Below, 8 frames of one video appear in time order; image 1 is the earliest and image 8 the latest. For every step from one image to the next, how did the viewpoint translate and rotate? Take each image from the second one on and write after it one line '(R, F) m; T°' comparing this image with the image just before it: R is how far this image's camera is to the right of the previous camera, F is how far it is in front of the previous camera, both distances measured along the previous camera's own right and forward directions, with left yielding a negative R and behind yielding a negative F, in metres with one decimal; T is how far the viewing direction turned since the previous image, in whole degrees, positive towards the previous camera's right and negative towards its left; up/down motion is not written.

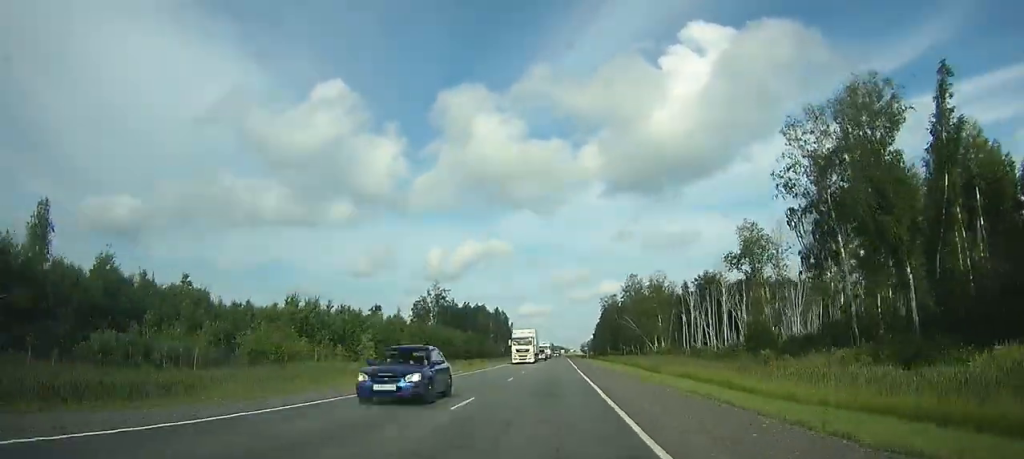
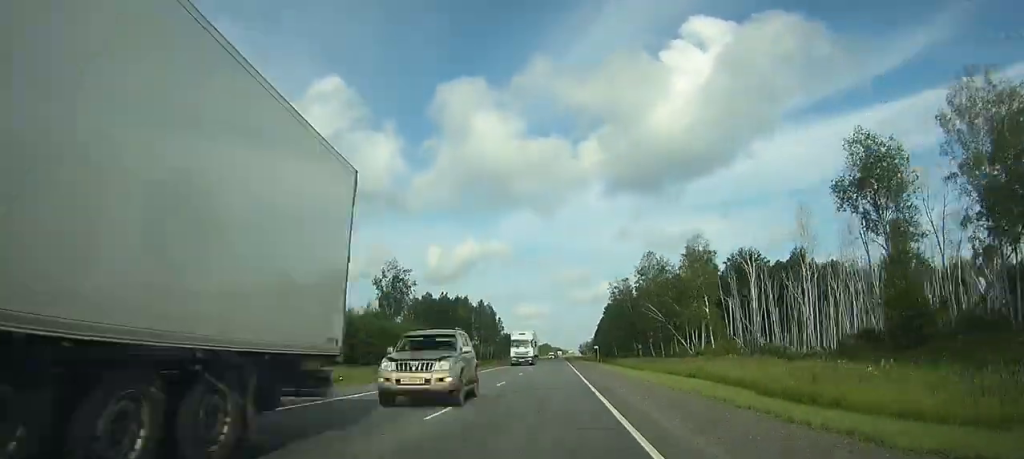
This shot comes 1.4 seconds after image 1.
(-0.1, +39.2) m; 0°
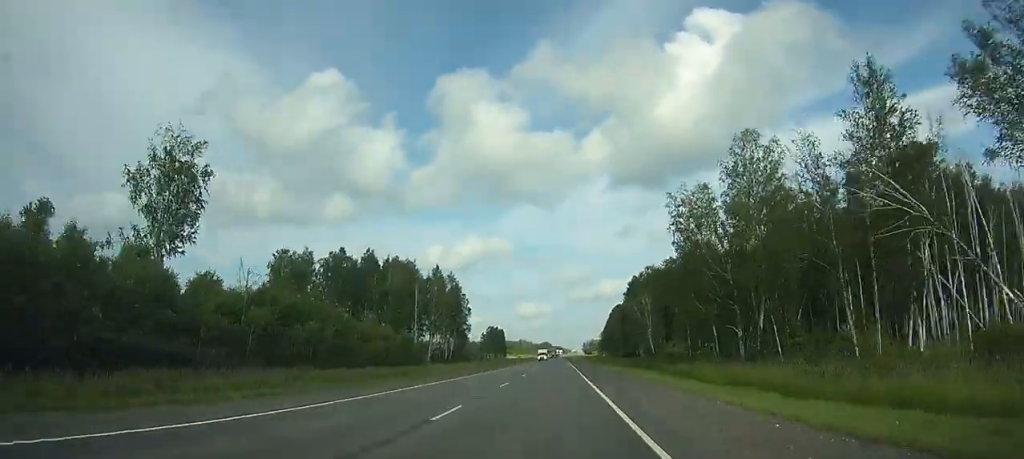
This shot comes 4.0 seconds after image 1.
(0.0, +71.7) m; 0°
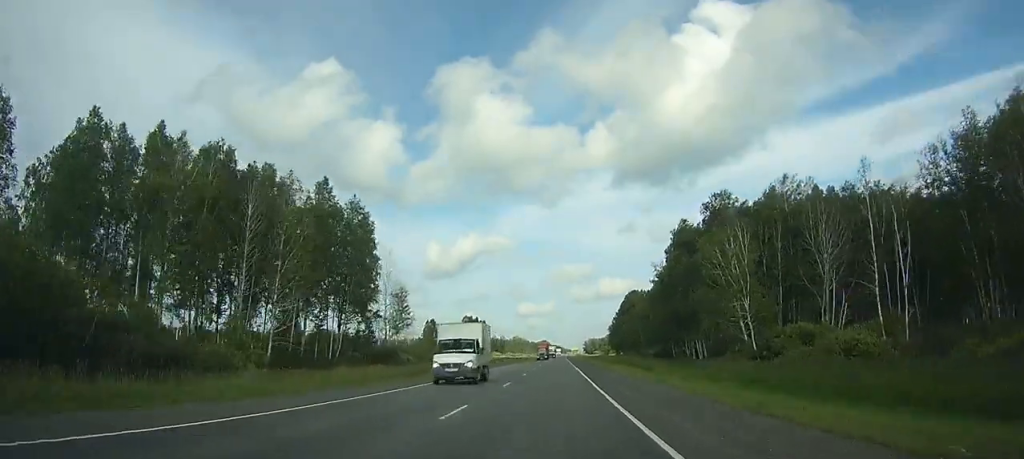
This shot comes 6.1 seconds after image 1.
(+0.2, +57.6) m; 0°
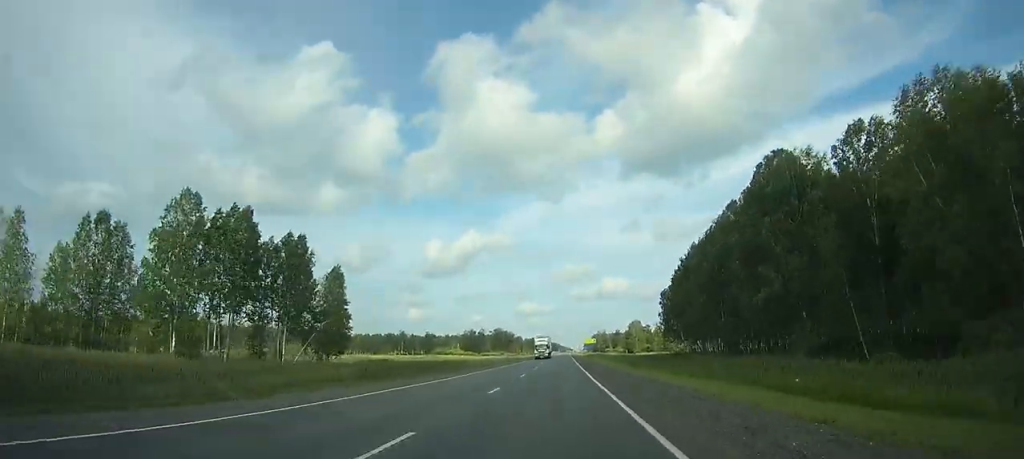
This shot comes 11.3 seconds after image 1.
(+0.8, +149.7) m; +1°
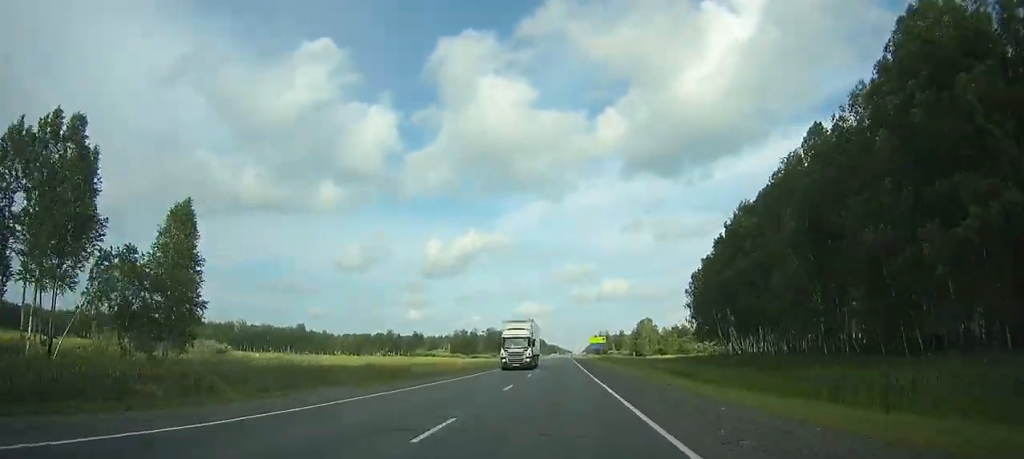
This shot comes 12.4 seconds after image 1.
(+0.1, +33.7) m; 0°
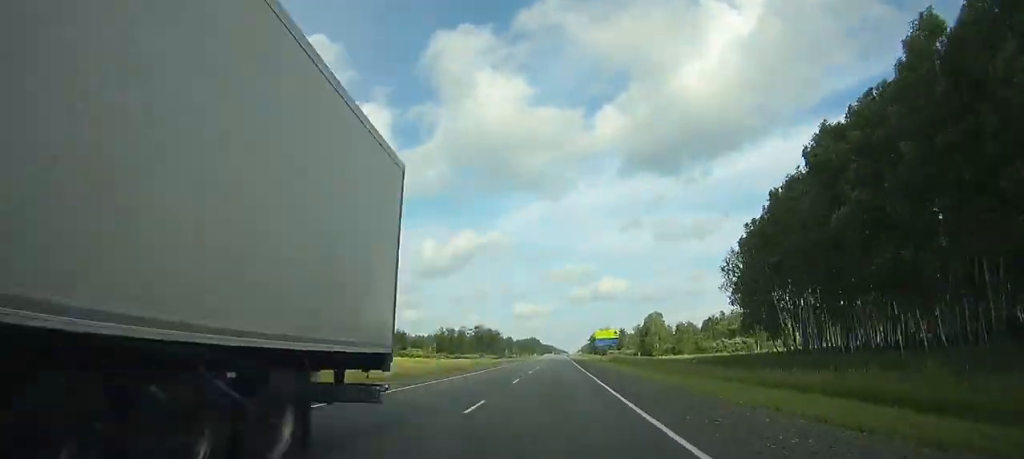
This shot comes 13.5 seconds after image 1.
(+0.1, +31.2) m; 0°
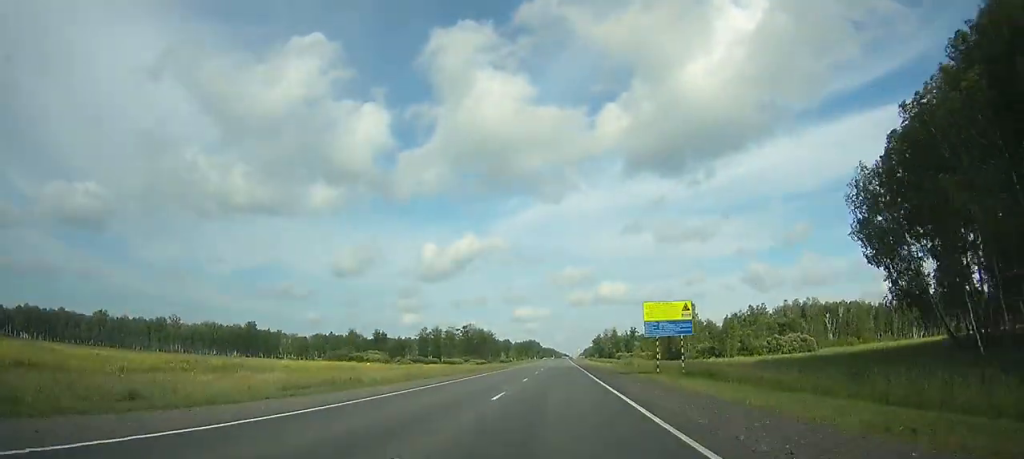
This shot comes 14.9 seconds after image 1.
(0.0, +41.9) m; 0°
